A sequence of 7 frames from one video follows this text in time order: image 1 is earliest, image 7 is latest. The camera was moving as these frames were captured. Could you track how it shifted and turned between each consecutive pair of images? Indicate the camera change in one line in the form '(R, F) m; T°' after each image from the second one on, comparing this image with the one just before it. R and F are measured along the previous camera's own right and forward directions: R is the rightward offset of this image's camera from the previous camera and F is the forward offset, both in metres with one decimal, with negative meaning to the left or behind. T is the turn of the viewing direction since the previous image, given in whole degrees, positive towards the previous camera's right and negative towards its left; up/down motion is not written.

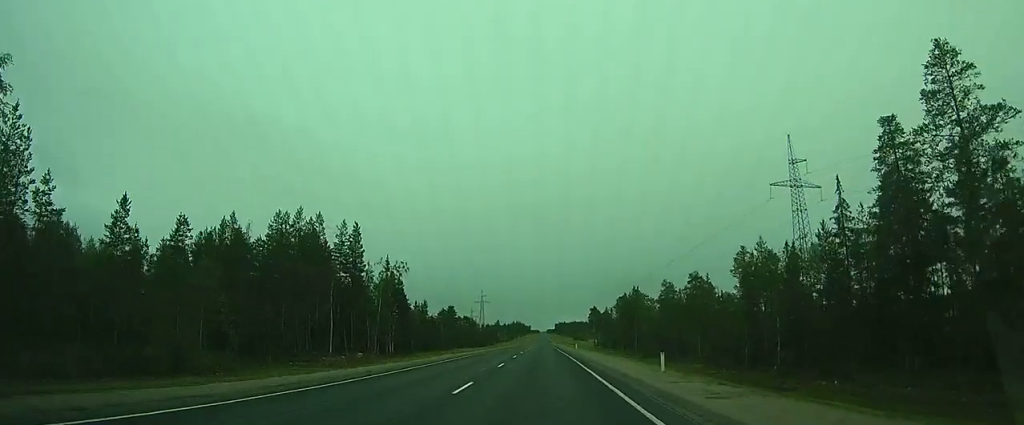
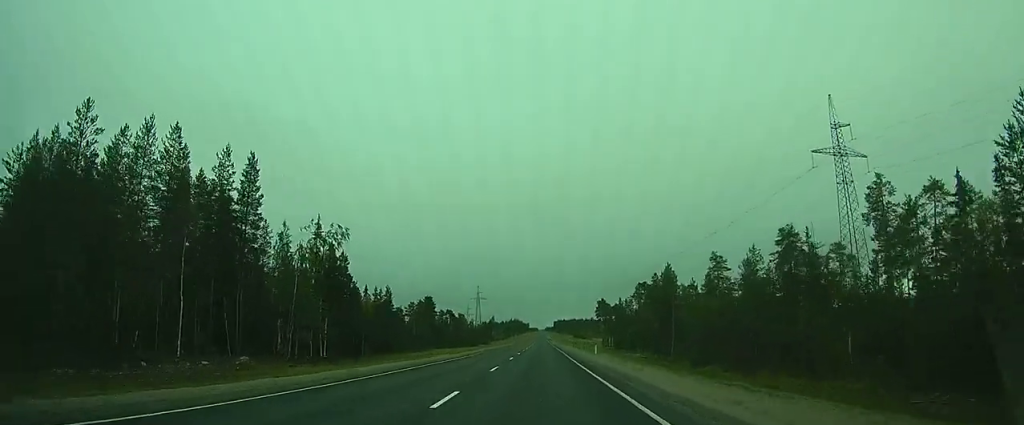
(0.0, +27.3) m; 0°
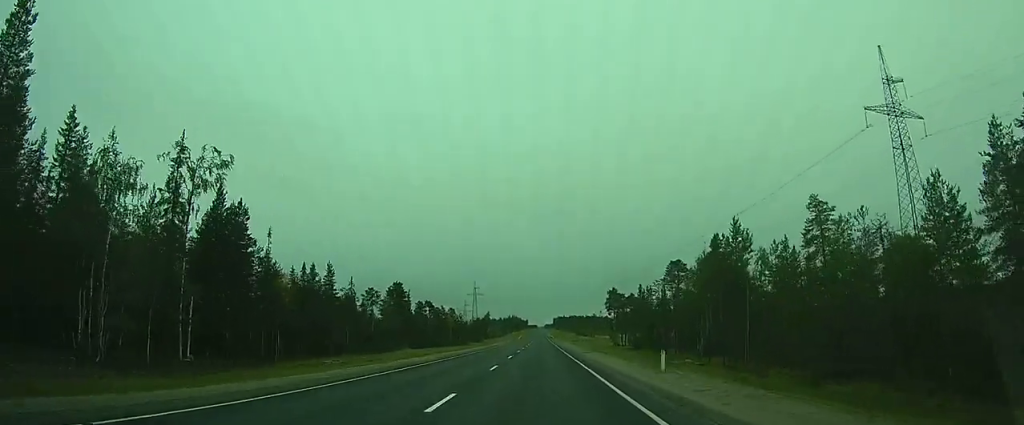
(+0.1, +24.9) m; +1°
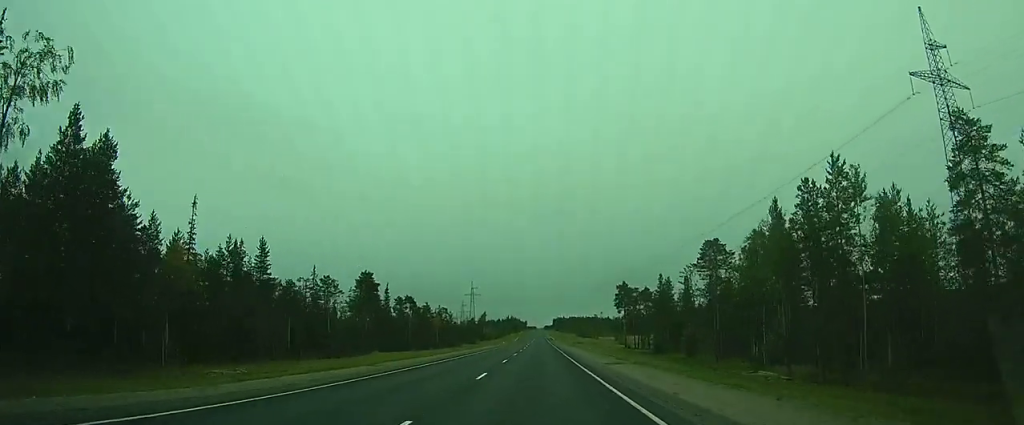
(+0.1, +16.3) m; 0°
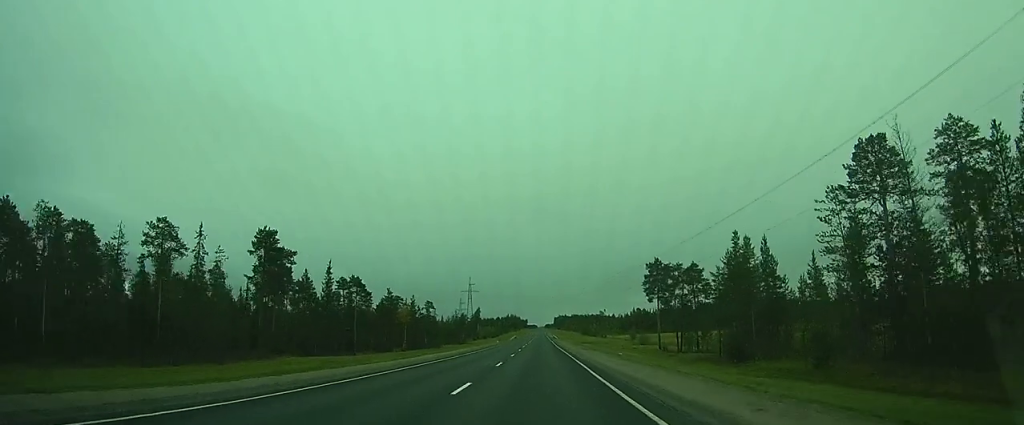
(-0.1, +29.4) m; -1°
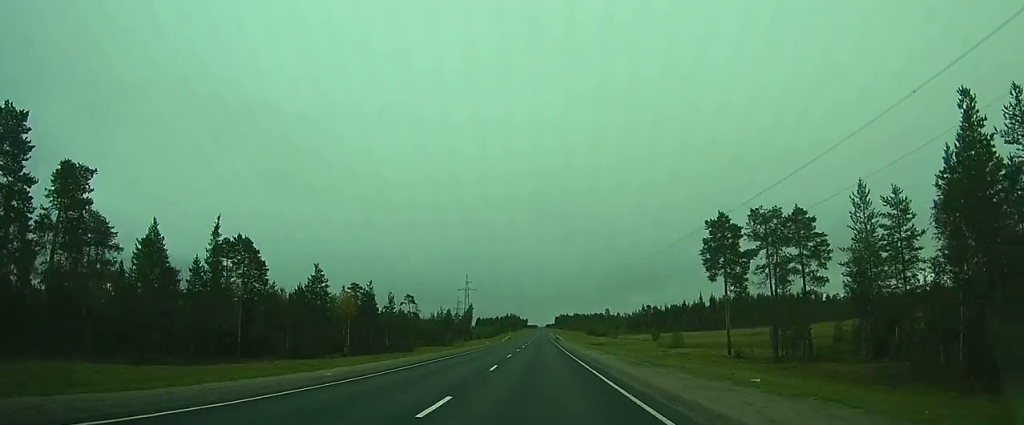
(-0.2, +27.9) m; 0°
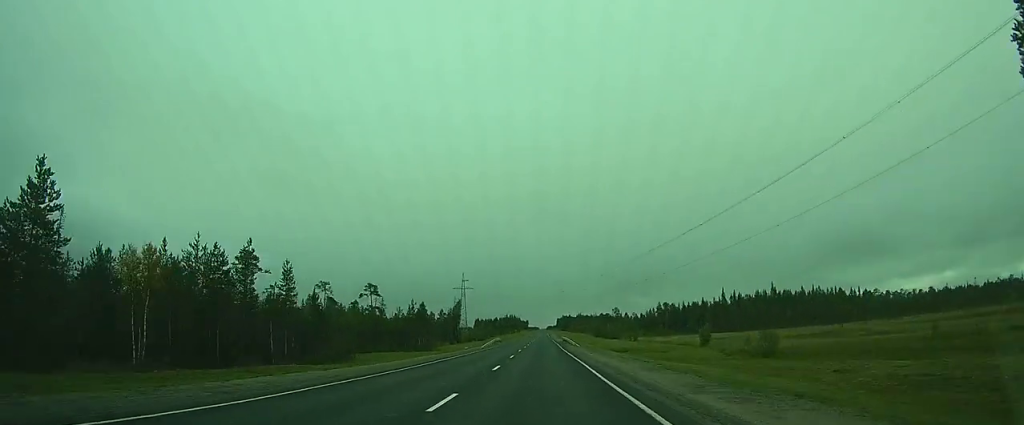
(+0.1, +35.9) m; 0°
